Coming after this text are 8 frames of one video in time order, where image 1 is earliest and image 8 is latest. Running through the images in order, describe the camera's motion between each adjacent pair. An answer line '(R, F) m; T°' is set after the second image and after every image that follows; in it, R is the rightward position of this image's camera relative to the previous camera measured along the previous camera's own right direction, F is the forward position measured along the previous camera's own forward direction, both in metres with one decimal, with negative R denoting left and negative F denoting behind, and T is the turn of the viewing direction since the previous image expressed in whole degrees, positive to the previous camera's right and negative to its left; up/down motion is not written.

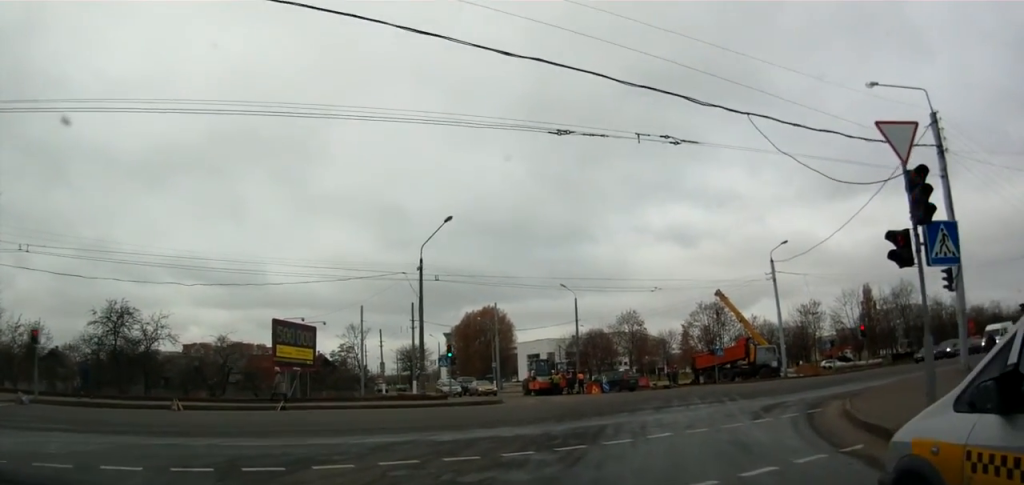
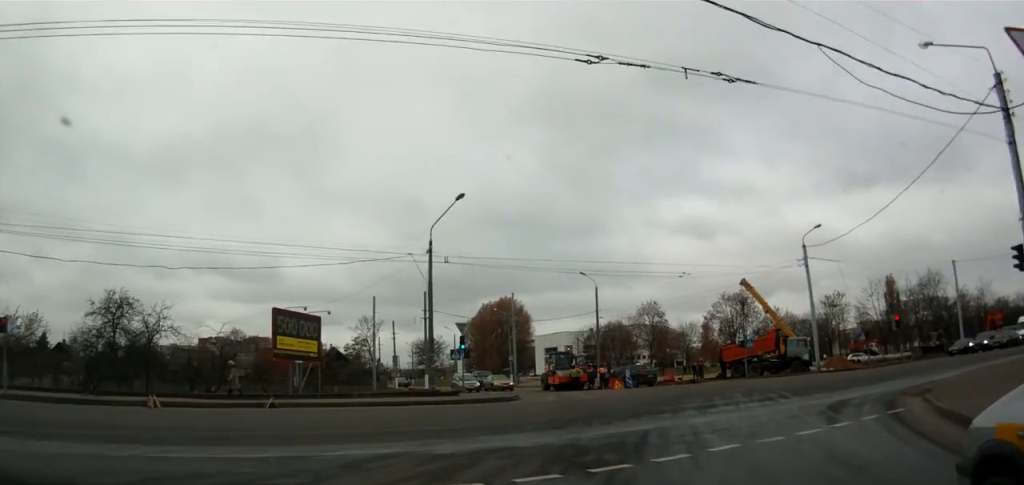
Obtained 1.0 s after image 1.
(+0.1, +1.8) m; +6°
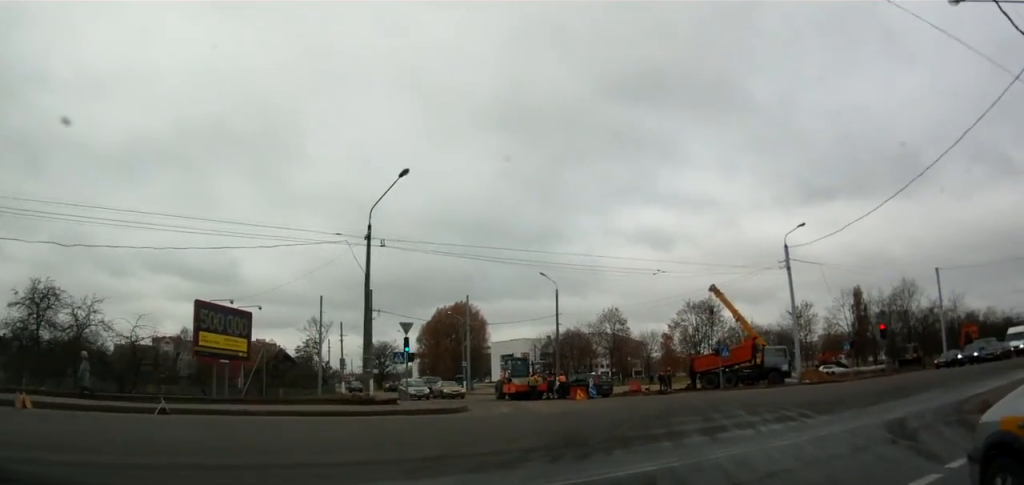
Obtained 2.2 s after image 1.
(+0.2, +2.9) m; +2°
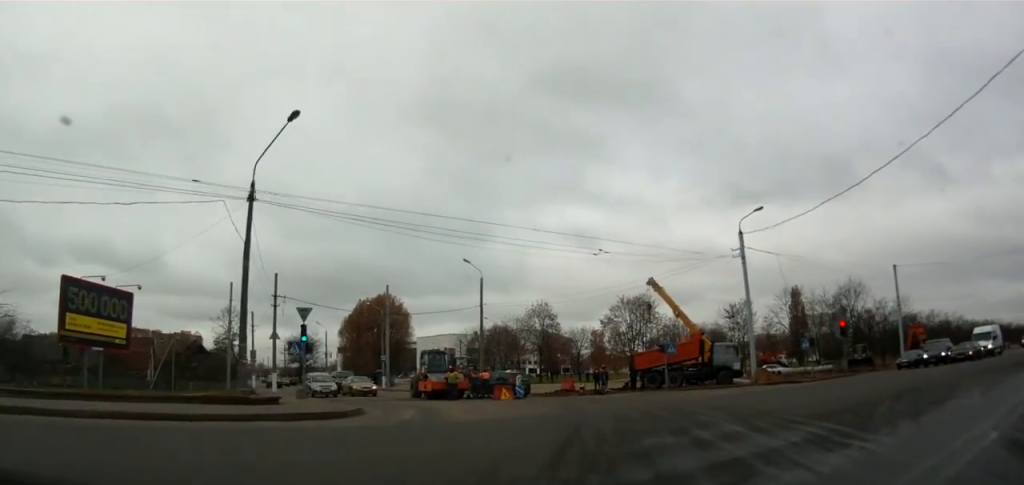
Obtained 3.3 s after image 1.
(-0.3, +4.1) m; +2°
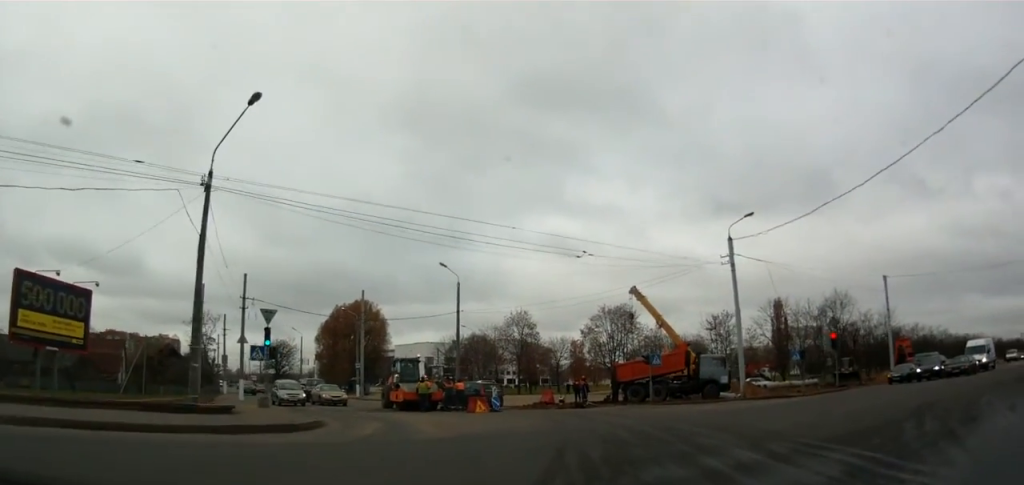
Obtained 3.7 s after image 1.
(-0.2, +1.6) m; +3°
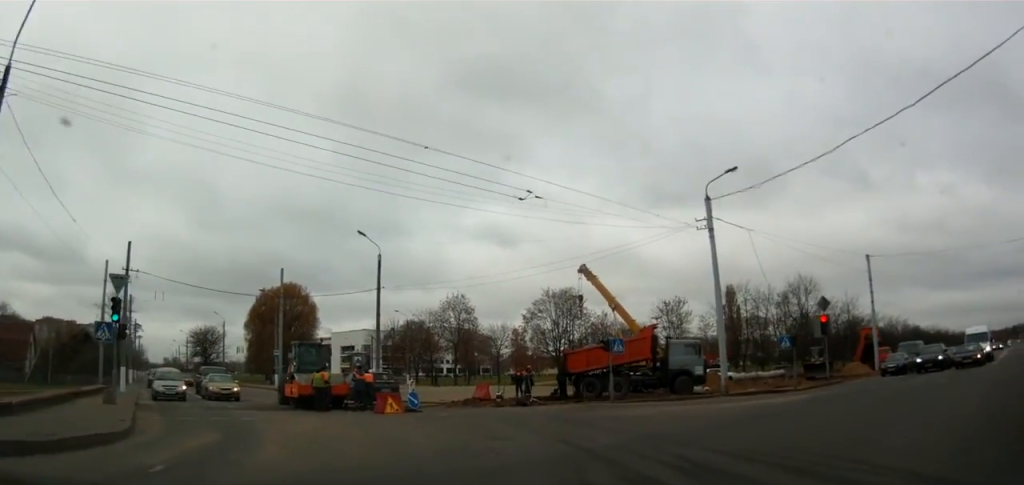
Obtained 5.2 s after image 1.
(+0.9, +7.3) m; +6°
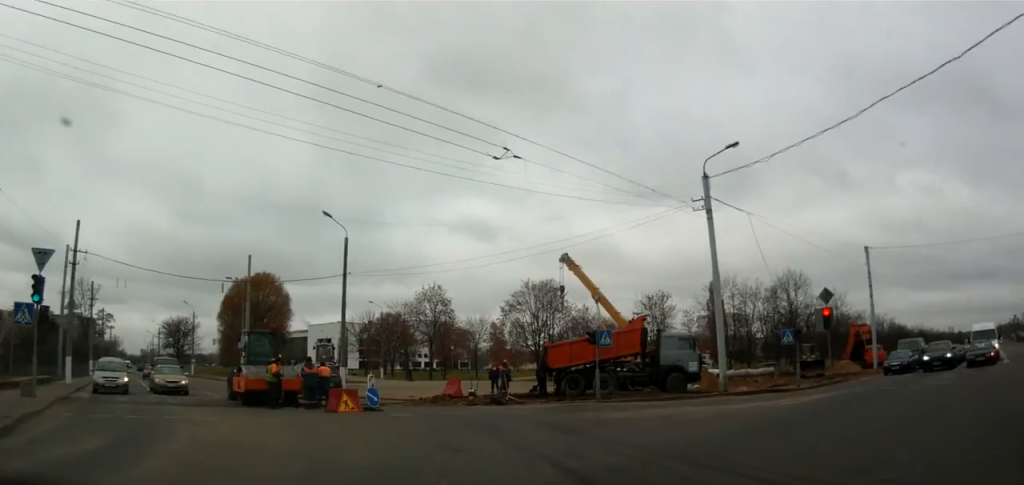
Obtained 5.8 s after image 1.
(-0.1, +3.1) m; +1°
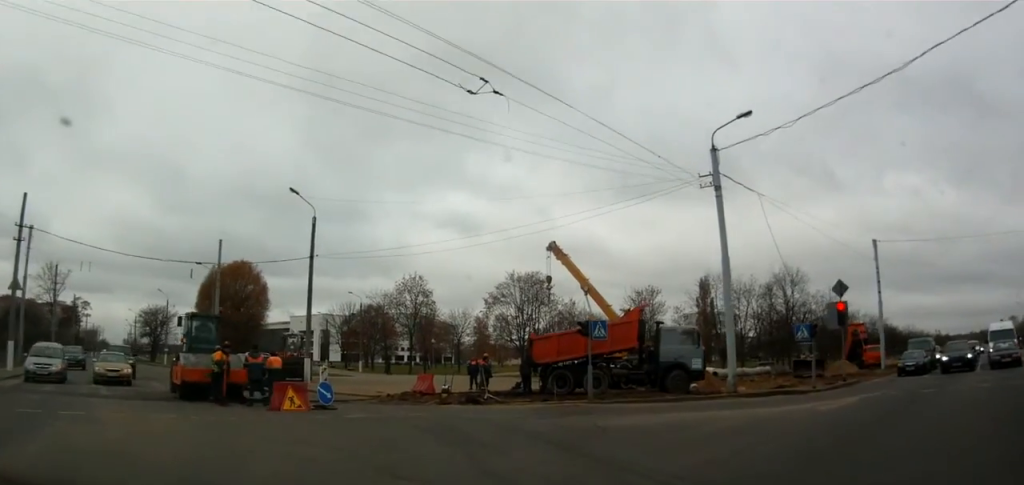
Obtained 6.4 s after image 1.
(+0.3, +3.4) m; +4°
